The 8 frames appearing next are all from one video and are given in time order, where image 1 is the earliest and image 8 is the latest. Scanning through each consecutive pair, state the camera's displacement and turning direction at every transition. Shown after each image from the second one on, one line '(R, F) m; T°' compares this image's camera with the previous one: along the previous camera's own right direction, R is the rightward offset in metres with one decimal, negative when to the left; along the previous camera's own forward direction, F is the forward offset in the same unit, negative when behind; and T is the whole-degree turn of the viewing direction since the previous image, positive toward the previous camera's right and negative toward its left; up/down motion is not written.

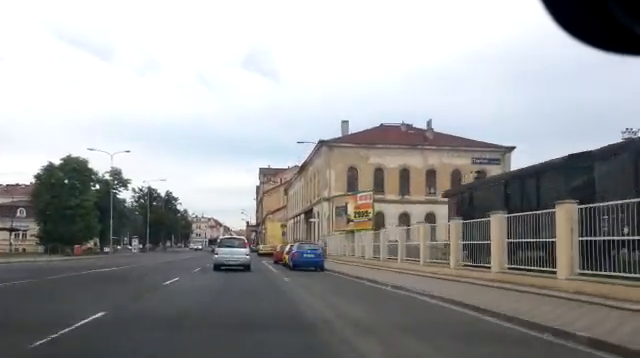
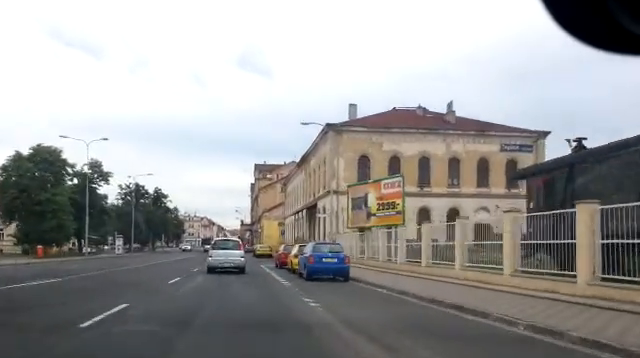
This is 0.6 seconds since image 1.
(+0.1, +7.2) m; +1°
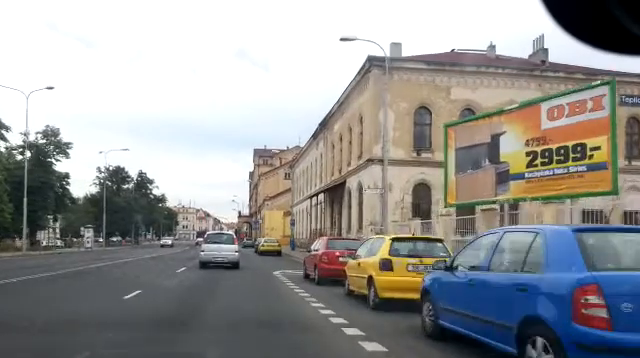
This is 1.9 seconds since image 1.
(-0.1, +14.9) m; -1°
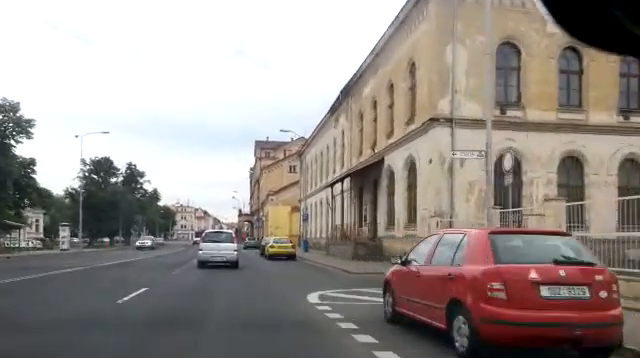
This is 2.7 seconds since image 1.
(-0.1, +9.7) m; 0°
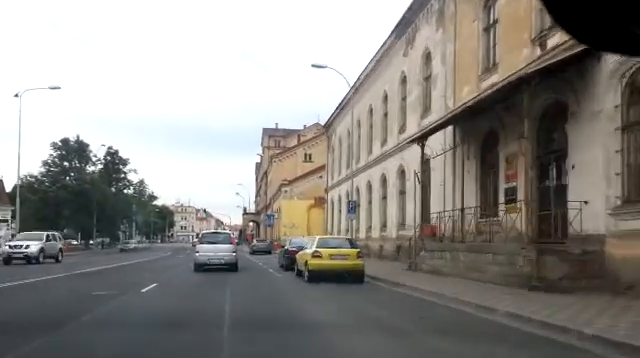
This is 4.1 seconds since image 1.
(+0.5, +16.2) m; +1°
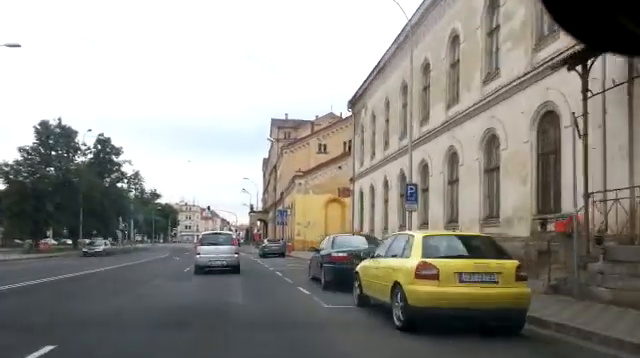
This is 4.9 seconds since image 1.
(0.0, +8.1) m; -2°
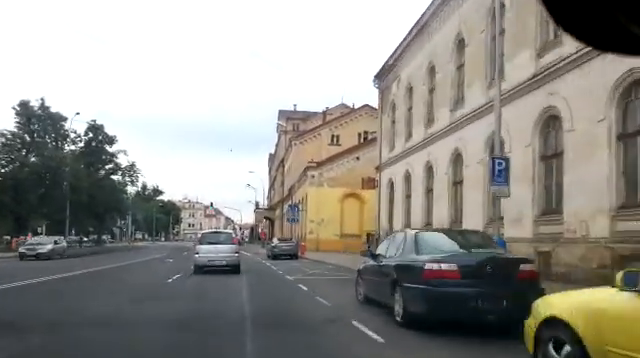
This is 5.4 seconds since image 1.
(-0.3, +5.8) m; -1°
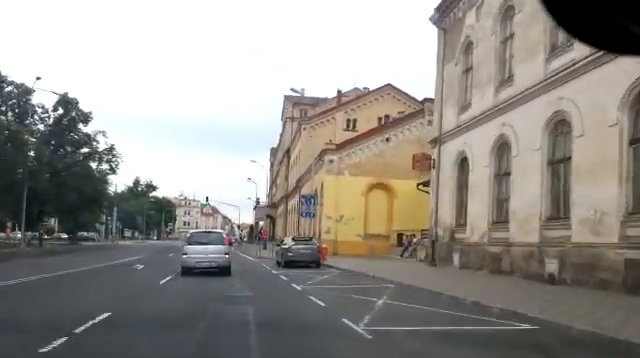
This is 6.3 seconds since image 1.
(+0.1, +9.3) m; +1°
